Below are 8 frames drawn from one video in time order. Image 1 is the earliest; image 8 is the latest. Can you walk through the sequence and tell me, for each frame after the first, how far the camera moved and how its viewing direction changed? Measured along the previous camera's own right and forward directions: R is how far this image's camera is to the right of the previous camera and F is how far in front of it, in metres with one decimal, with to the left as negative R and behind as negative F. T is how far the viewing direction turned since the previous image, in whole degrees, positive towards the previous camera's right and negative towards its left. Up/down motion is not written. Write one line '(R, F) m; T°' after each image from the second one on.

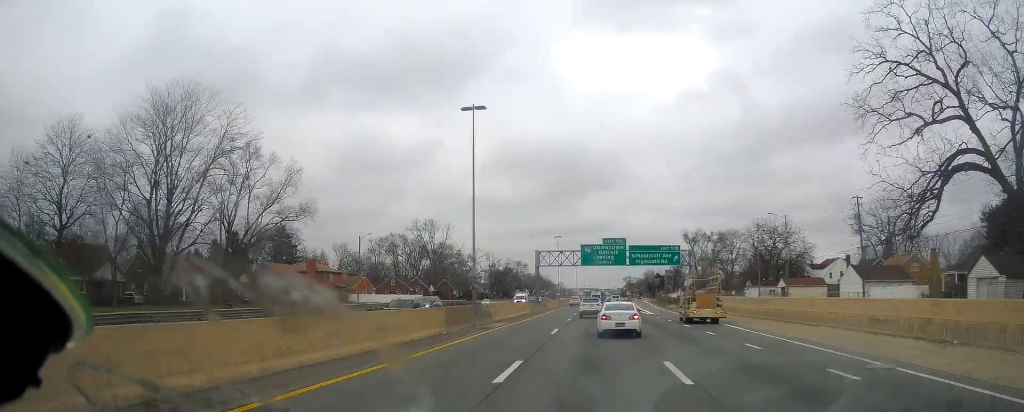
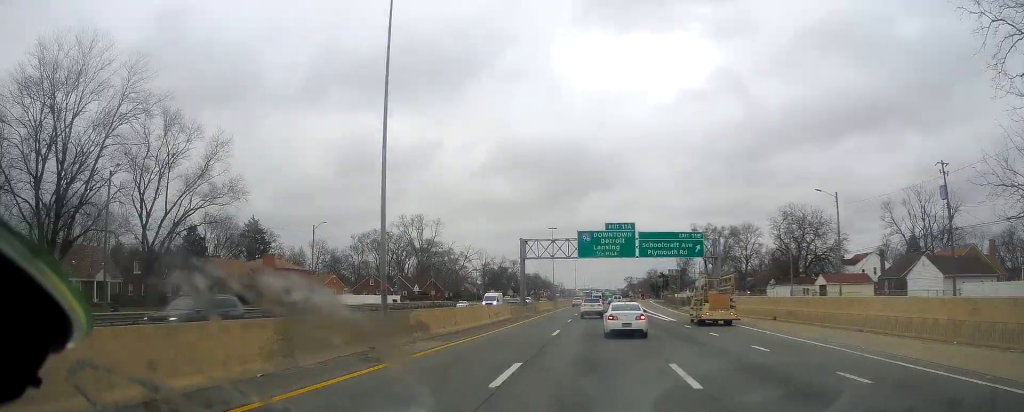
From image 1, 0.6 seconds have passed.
(-0.1, +15.6) m; 0°
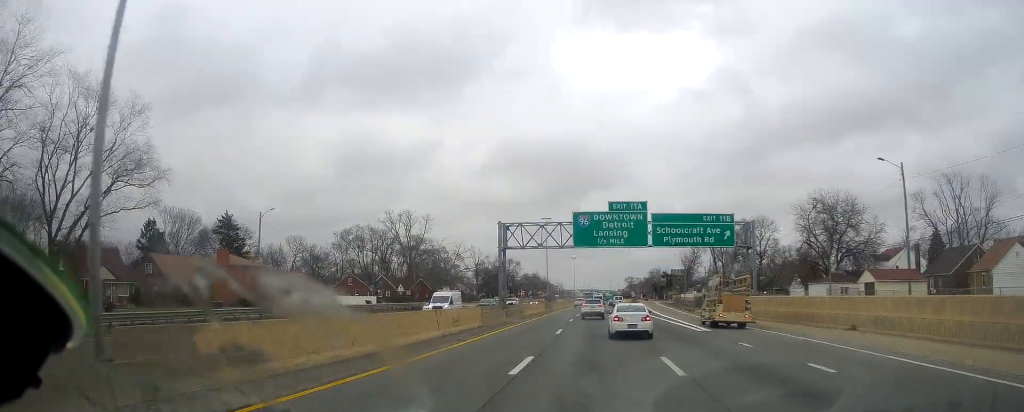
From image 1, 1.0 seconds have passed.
(0.0, +12.9) m; 0°
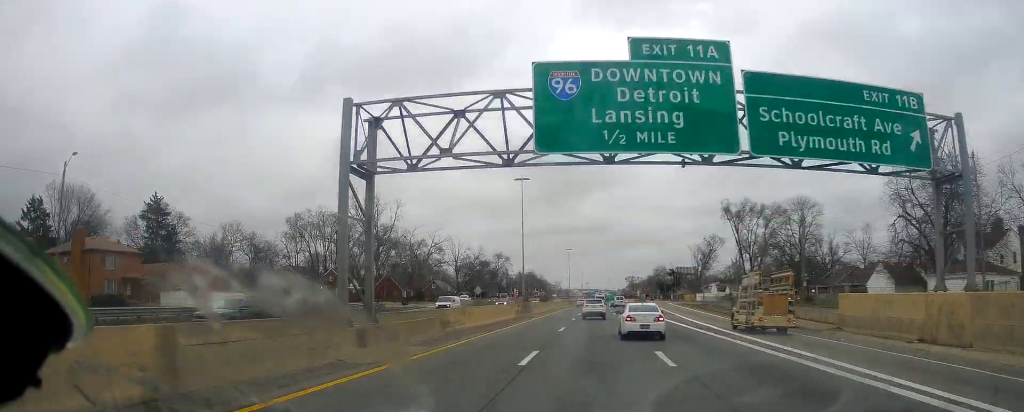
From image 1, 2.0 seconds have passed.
(+0.2, +28.1) m; +1°
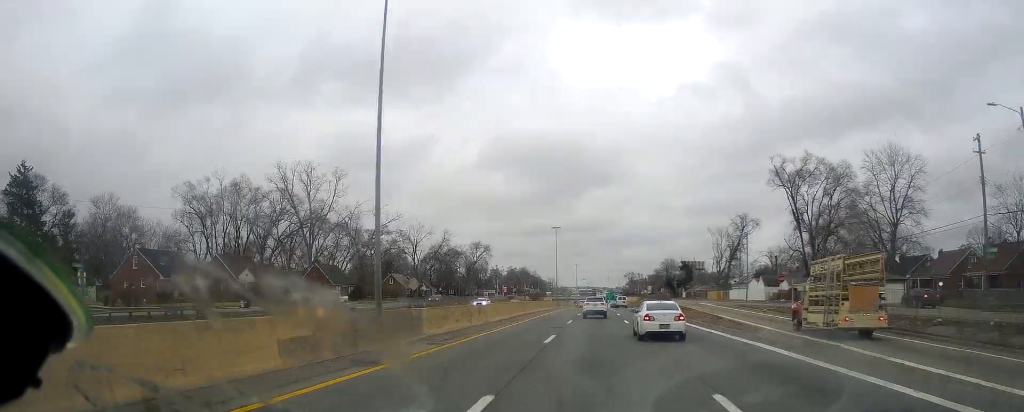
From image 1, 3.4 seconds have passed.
(0.0, +39.0) m; -1°
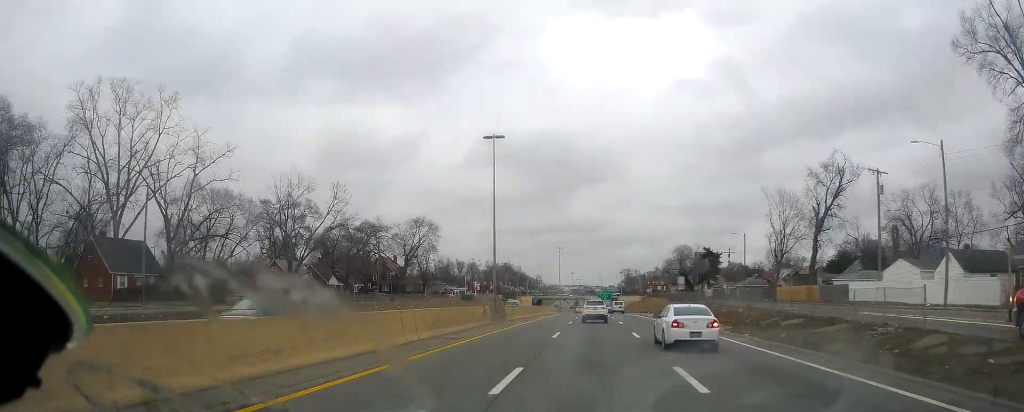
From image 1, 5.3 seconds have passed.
(+0.3, +57.6) m; +2°
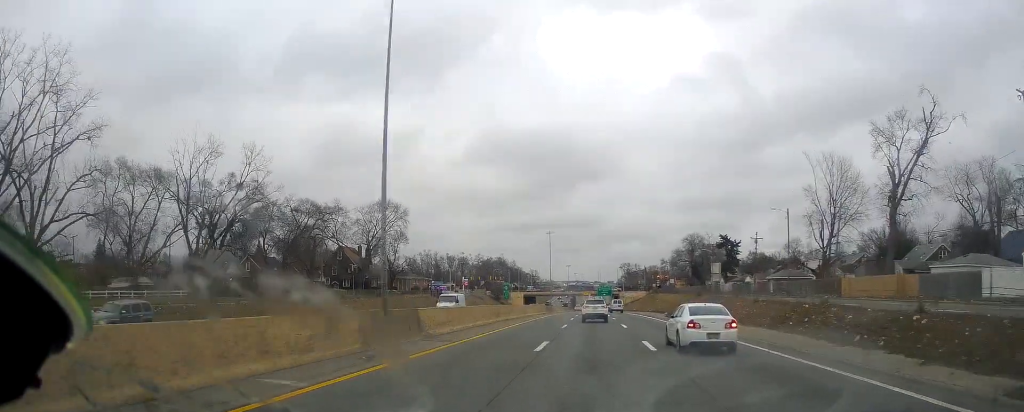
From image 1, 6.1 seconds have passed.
(+0.2, +22.8) m; 0°
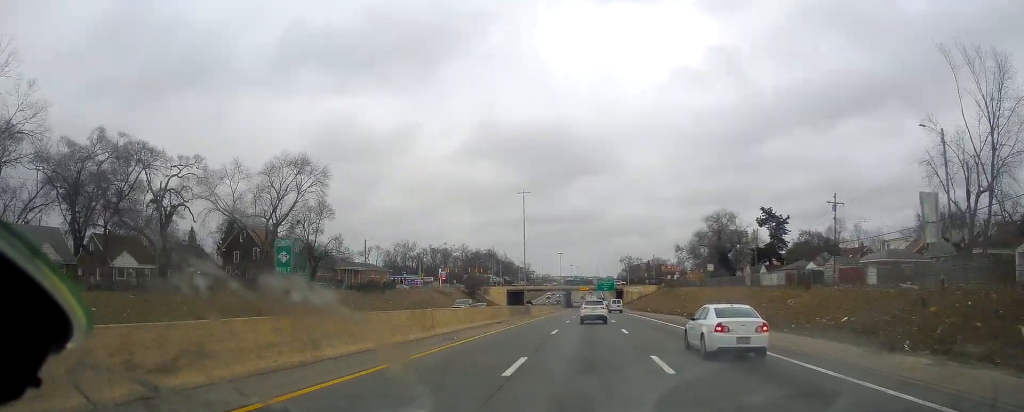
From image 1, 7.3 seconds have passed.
(-0.4, +36.2) m; -1°
